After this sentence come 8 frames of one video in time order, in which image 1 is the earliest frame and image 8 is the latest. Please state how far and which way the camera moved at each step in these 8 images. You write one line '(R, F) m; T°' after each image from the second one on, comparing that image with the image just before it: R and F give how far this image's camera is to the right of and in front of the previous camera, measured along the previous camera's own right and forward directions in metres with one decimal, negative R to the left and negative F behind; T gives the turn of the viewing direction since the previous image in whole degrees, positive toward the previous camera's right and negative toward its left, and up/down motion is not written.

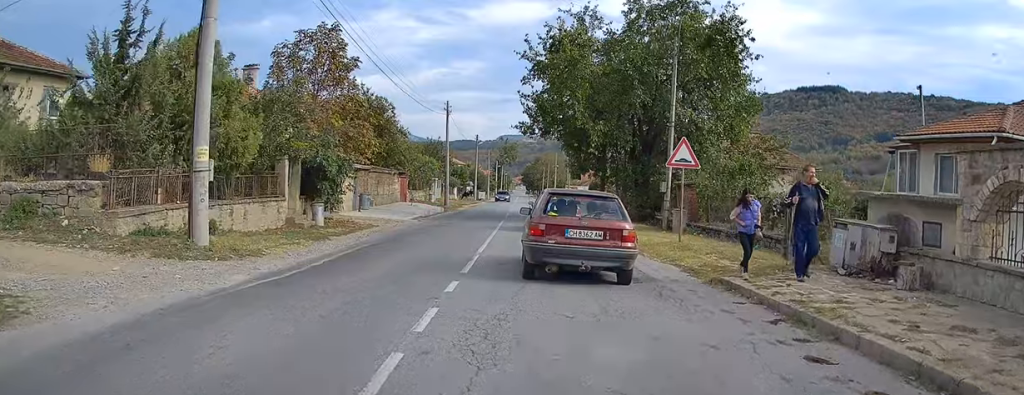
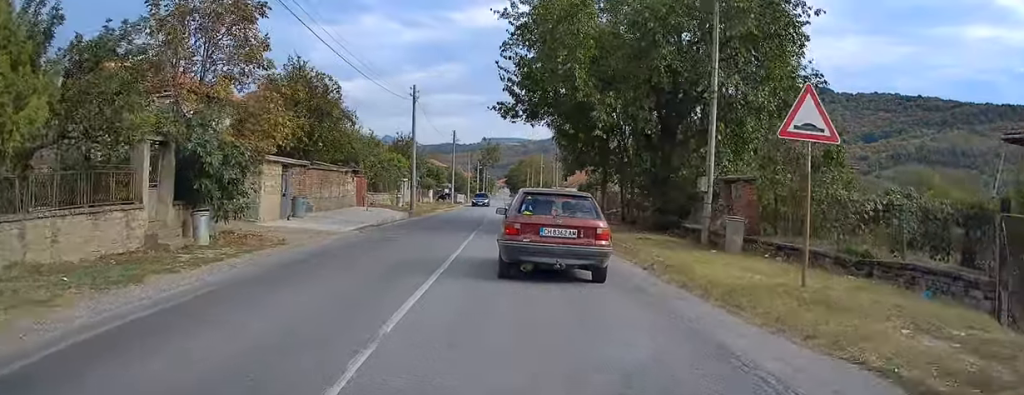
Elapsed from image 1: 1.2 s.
(0.0, +8.2) m; +1°
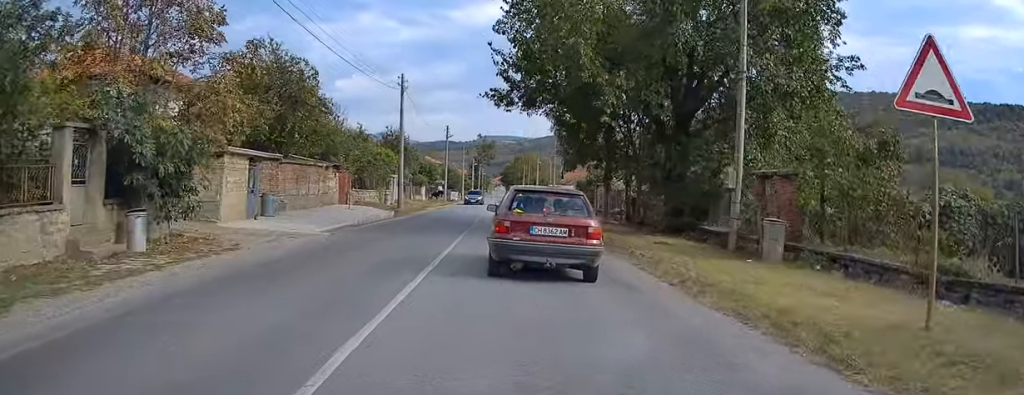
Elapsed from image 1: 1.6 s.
(-0.1, +2.9) m; +1°
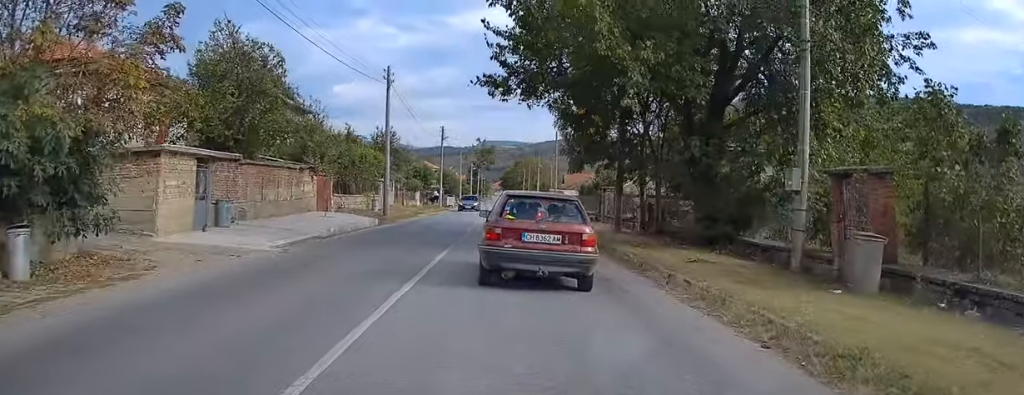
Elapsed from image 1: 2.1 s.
(+0.2, +4.0) m; 0°
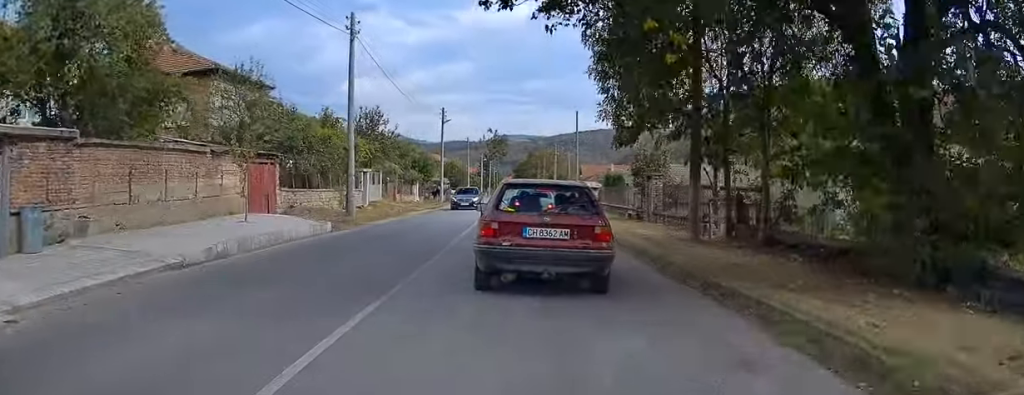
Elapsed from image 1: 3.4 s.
(-0.2, +9.6) m; -5°
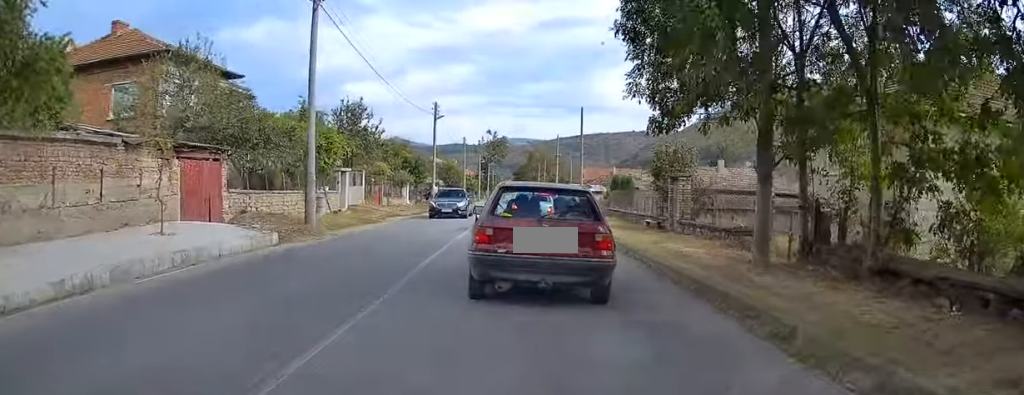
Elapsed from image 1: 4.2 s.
(-0.2, +4.8) m; +1°
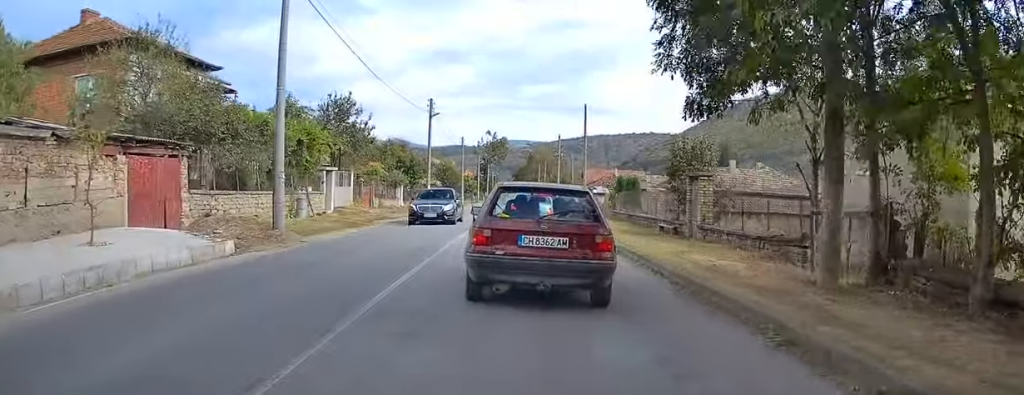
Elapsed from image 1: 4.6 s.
(-0.1, +2.8) m; +1°
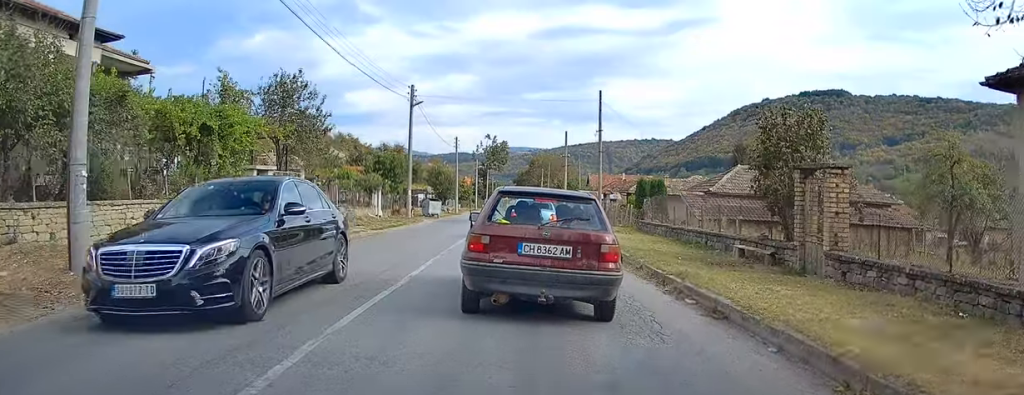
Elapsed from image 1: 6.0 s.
(+0.3, +8.8) m; -1°
